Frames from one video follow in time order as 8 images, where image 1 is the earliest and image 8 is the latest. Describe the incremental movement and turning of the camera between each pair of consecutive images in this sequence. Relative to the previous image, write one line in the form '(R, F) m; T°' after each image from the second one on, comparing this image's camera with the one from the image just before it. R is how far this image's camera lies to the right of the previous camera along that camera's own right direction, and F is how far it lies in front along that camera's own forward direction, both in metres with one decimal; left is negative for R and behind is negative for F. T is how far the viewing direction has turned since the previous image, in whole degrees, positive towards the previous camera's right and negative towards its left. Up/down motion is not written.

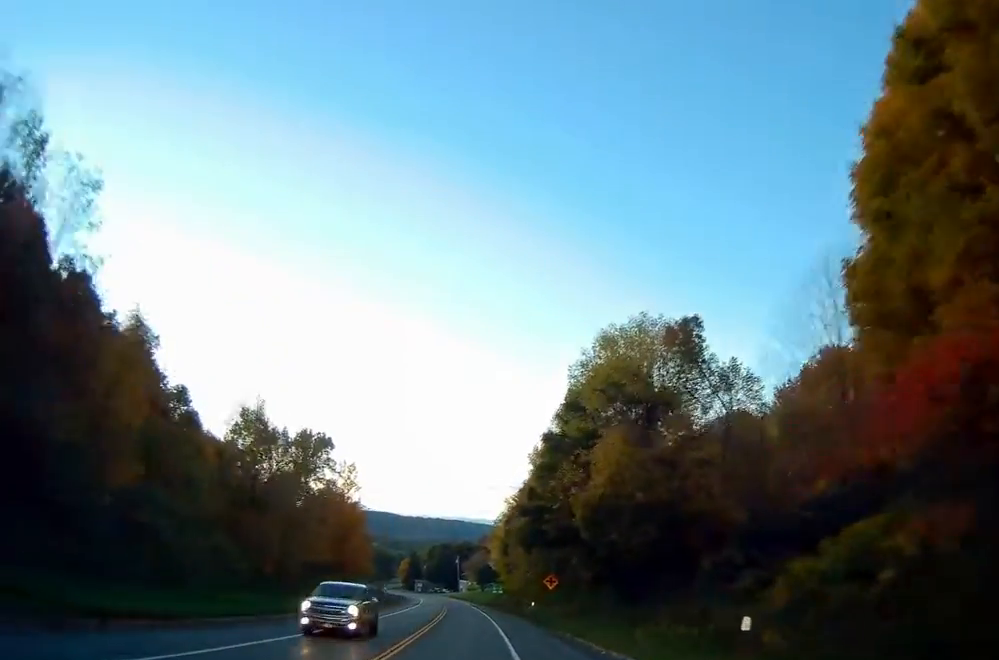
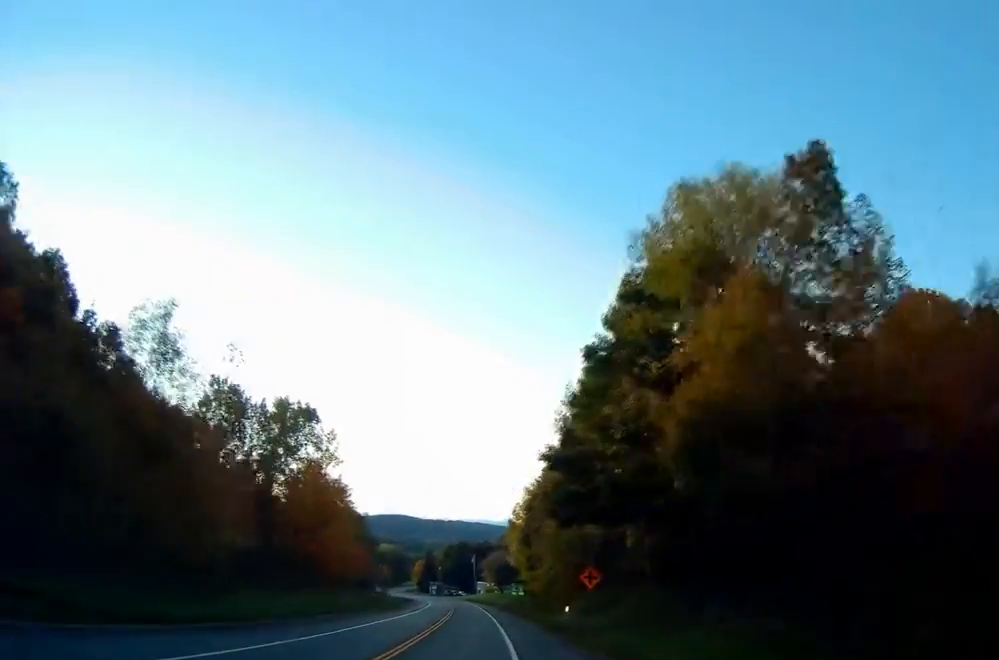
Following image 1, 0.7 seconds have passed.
(-0.1, +18.5) m; -1°
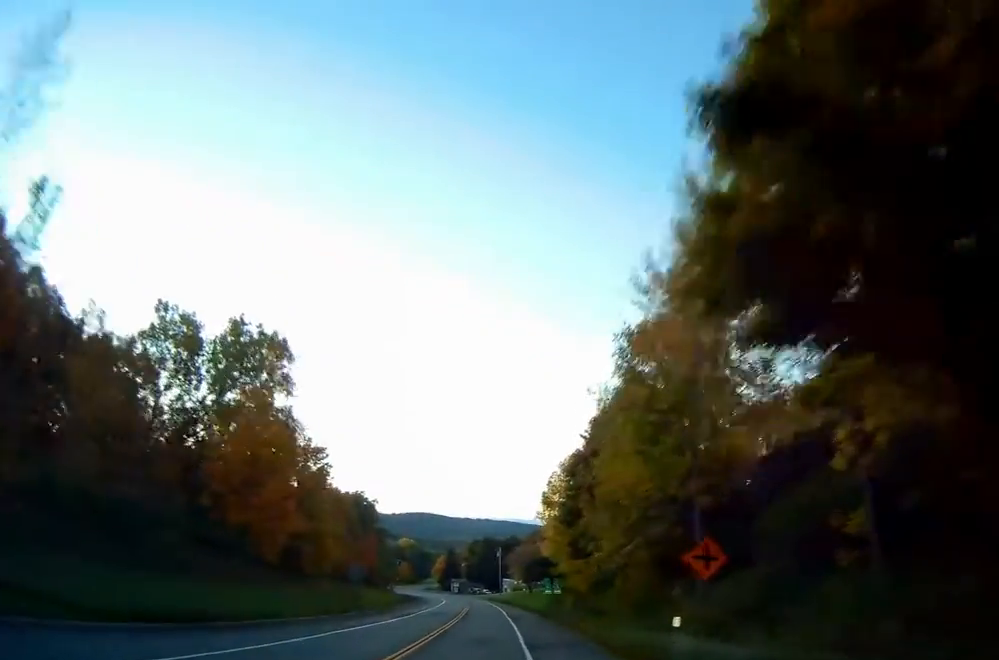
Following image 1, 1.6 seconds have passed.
(-0.4, +23.6) m; -2°
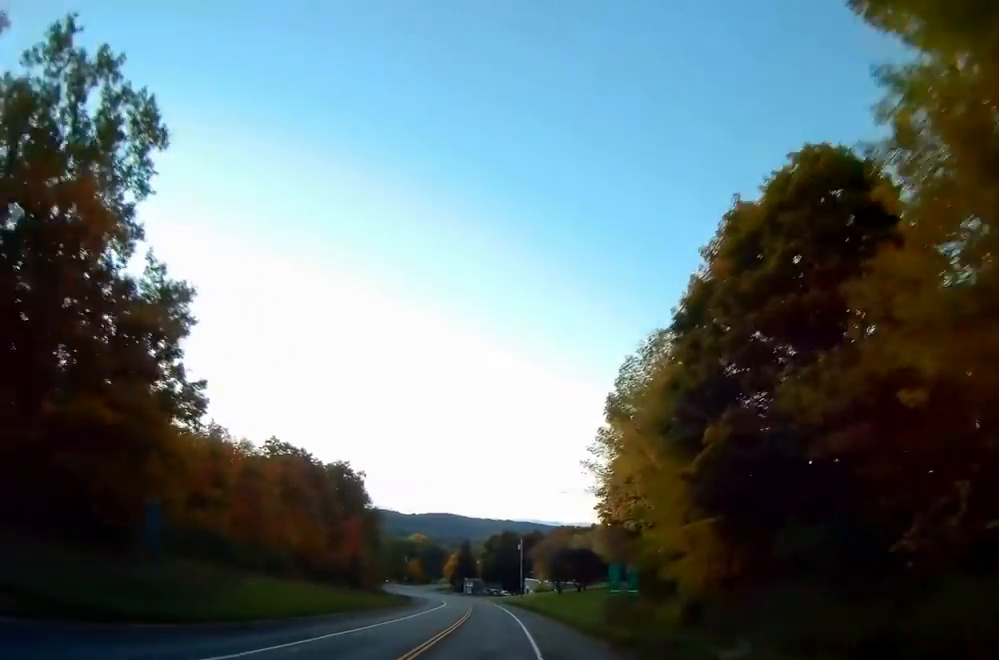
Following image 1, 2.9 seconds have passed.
(-0.6, +35.0) m; -2°
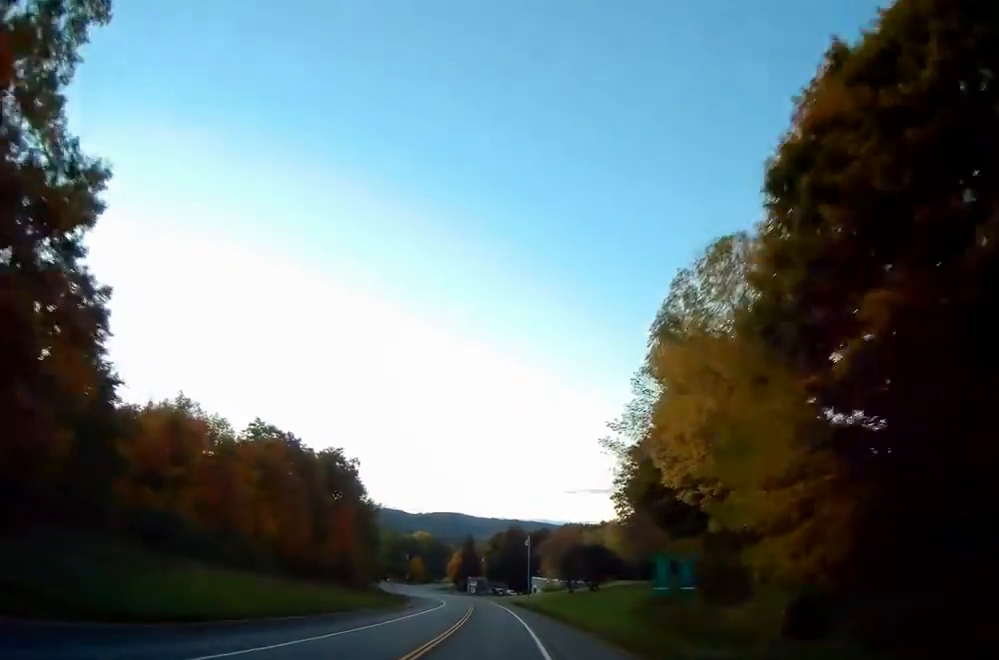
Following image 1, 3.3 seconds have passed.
(+0.2, +10.5) m; -1°
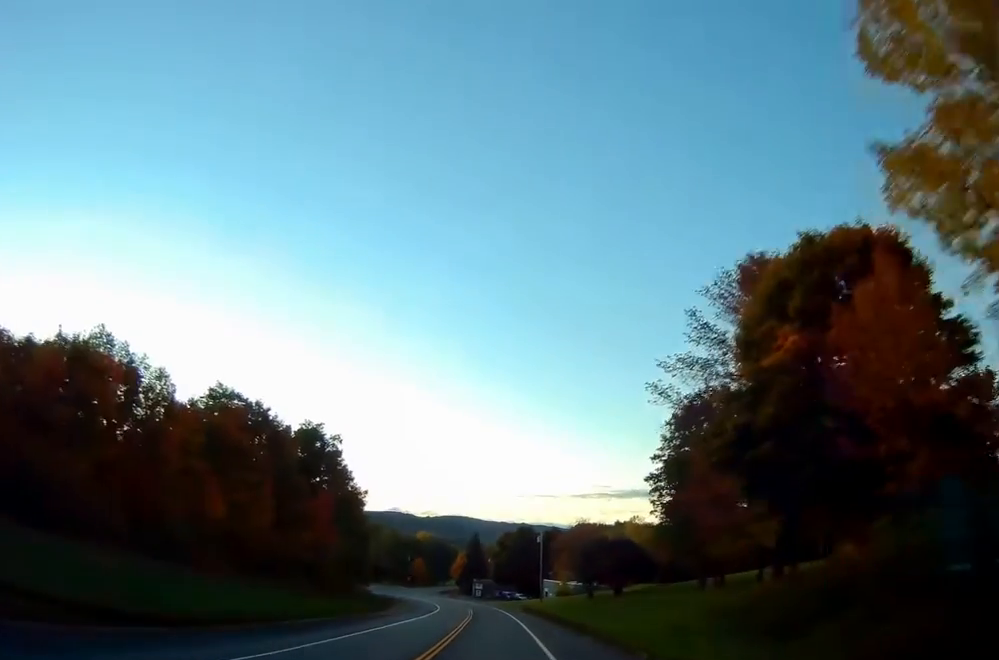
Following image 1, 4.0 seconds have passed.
(-0.5, +18.3) m; -1°
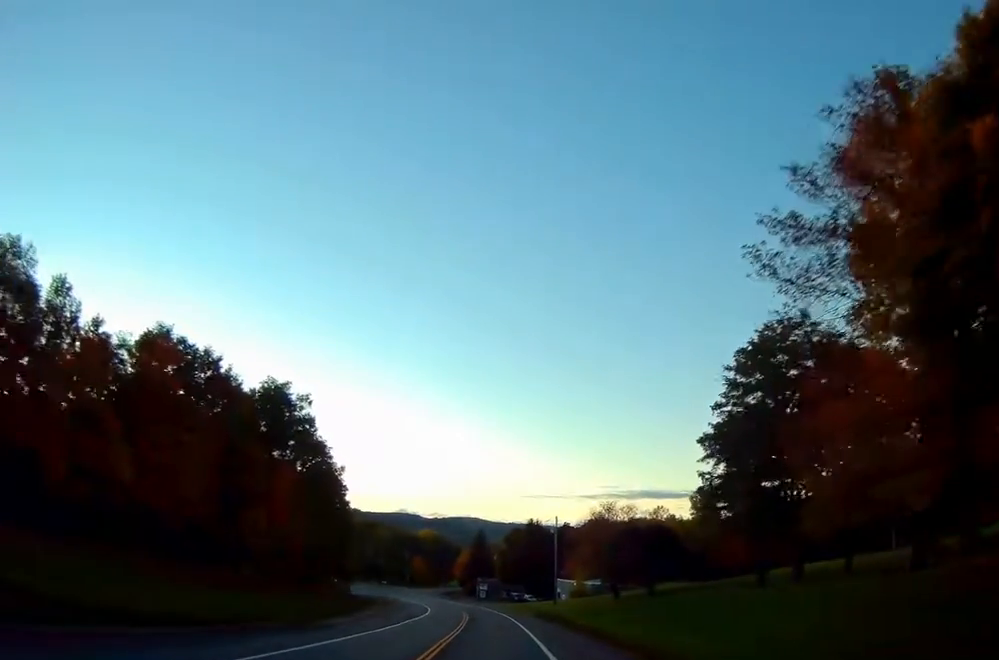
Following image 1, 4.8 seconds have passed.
(-0.1, +19.1) m; -1°
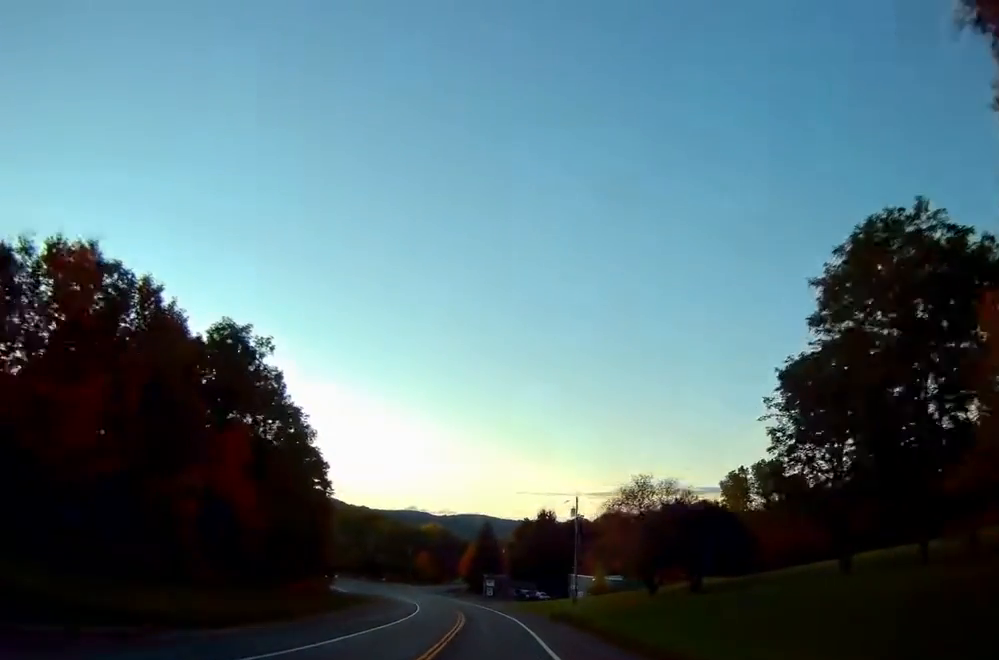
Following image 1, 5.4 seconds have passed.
(+0.2, +16.4) m; 0°
